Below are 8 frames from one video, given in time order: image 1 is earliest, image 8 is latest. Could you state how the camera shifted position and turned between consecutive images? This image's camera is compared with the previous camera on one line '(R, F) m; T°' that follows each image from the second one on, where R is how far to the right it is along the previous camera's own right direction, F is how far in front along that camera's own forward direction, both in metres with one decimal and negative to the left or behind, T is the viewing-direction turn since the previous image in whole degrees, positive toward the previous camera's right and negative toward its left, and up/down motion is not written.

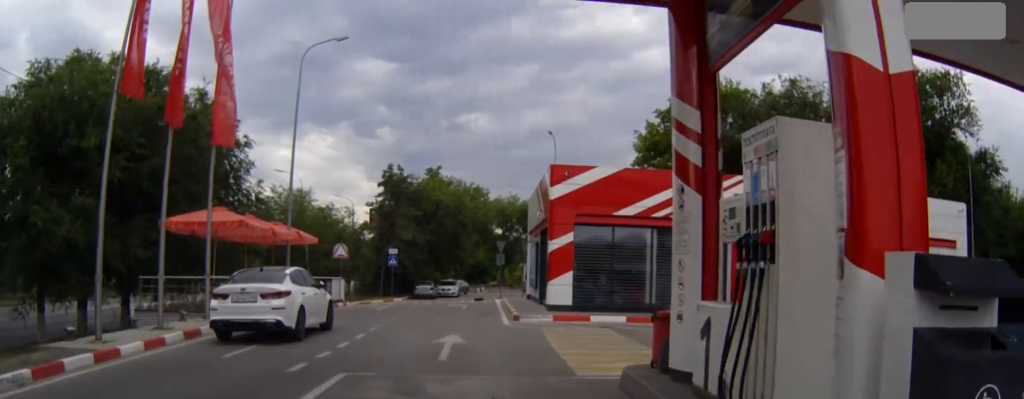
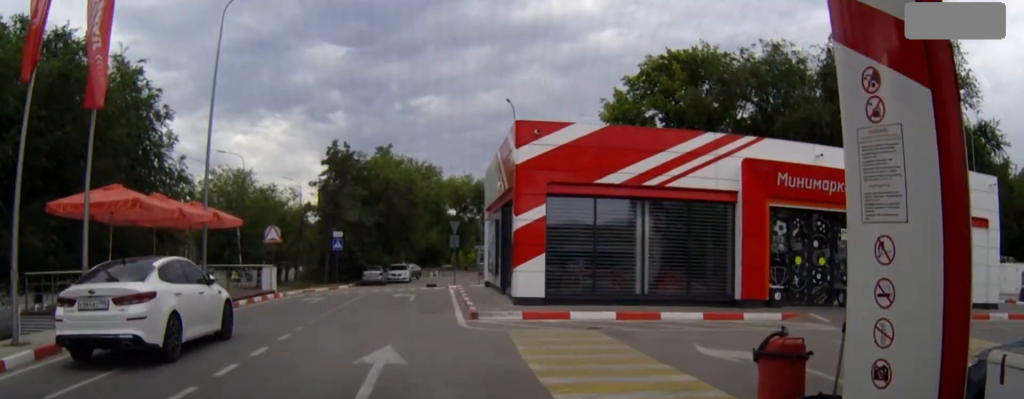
(+0.1, +4.9) m; -4°
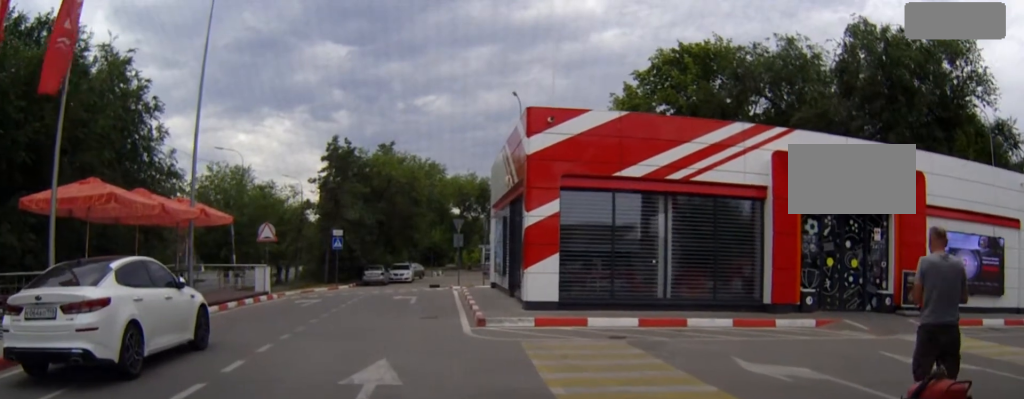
(-0.1, +1.8) m; 0°
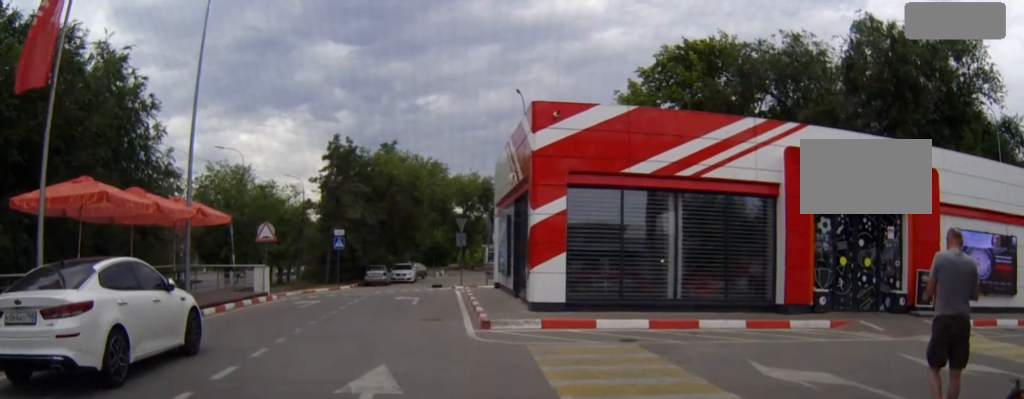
(-0.1, +0.7) m; 0°
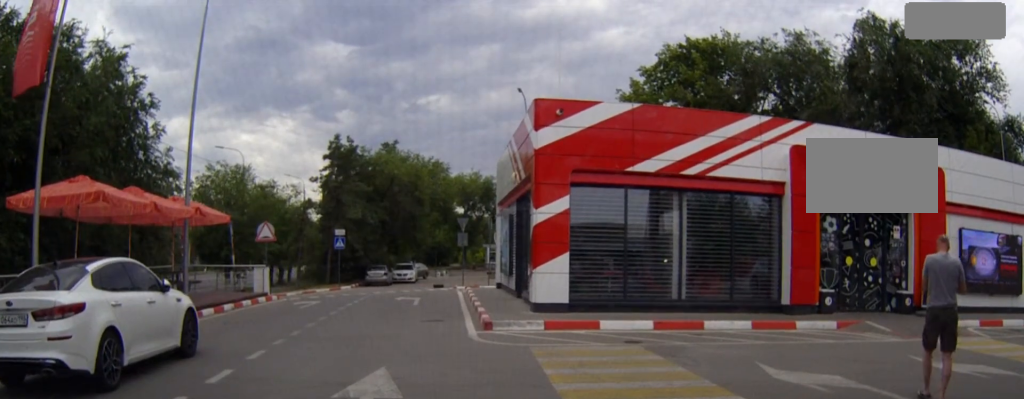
(+0.1, +0.7) m; 0°
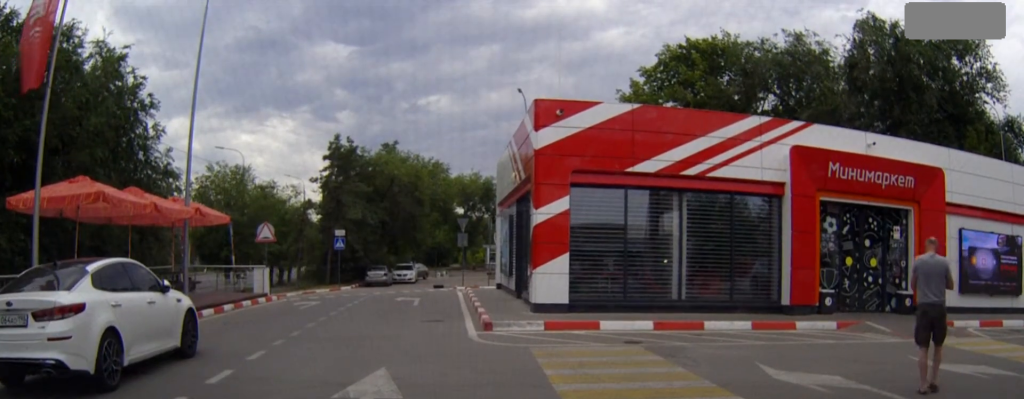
(0.0, +0.1) m; 0°
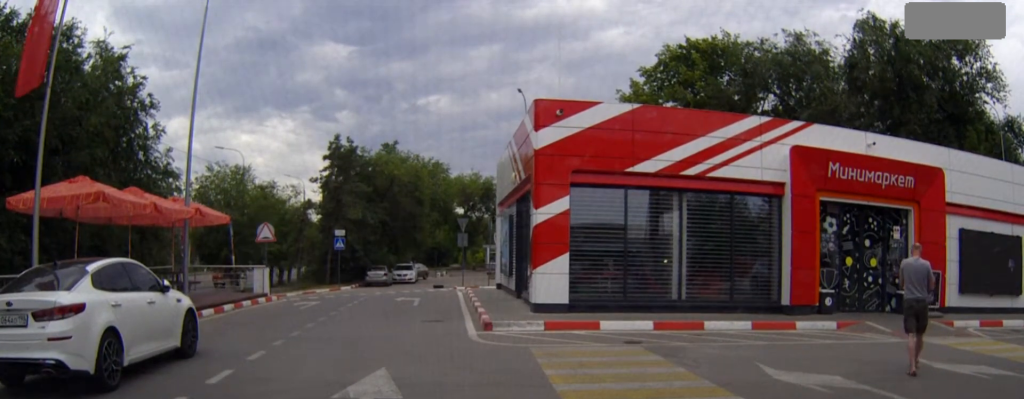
(0.0, +0.1) m; 0°
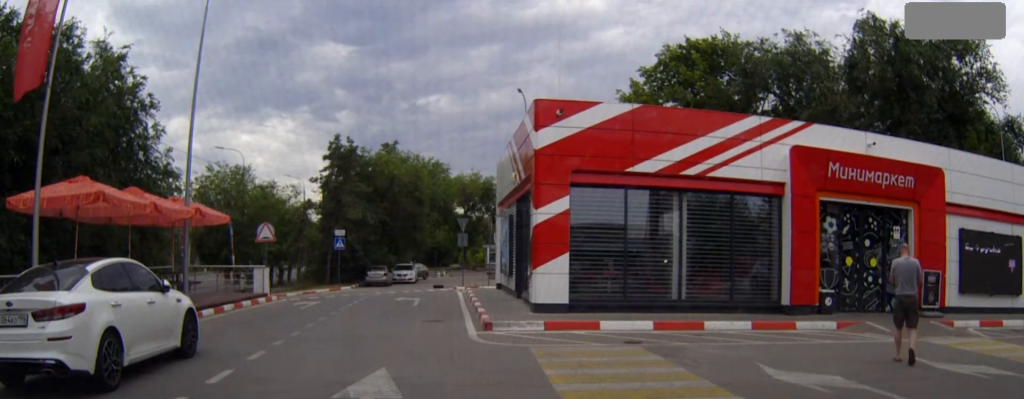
(0.0, 0.0) m; 0°
